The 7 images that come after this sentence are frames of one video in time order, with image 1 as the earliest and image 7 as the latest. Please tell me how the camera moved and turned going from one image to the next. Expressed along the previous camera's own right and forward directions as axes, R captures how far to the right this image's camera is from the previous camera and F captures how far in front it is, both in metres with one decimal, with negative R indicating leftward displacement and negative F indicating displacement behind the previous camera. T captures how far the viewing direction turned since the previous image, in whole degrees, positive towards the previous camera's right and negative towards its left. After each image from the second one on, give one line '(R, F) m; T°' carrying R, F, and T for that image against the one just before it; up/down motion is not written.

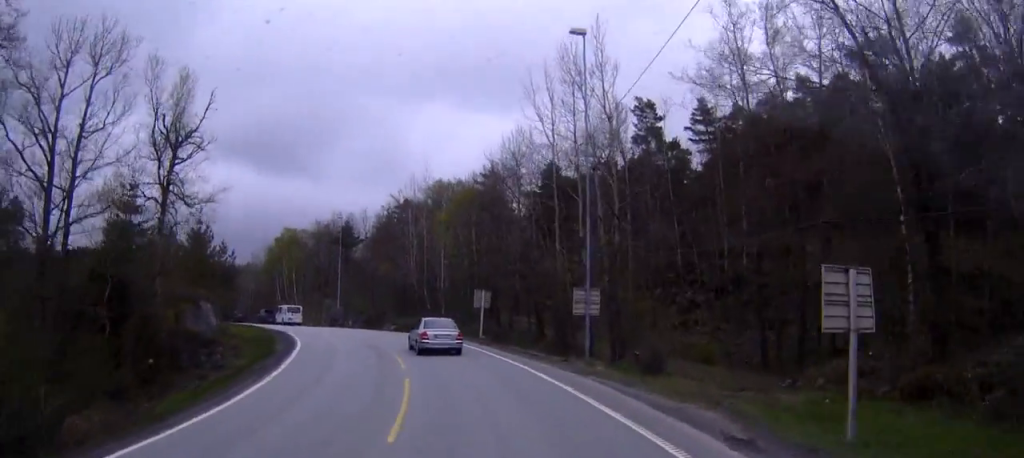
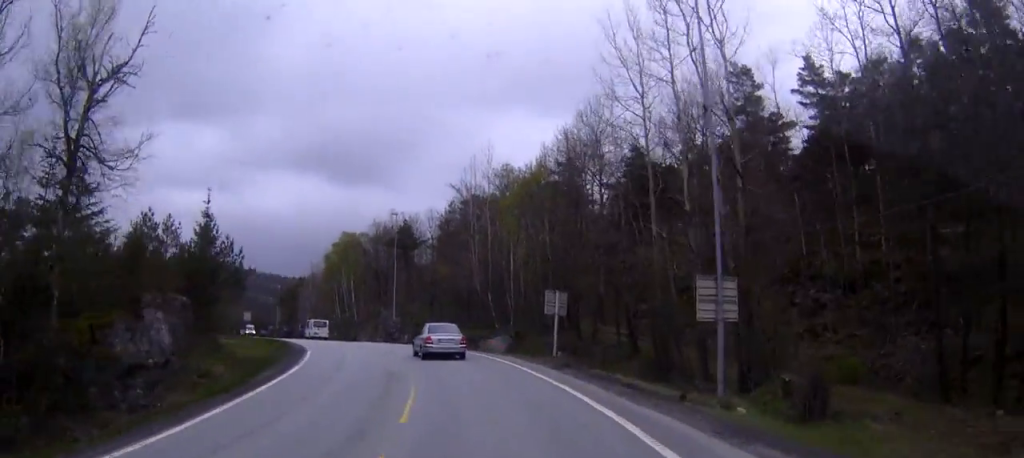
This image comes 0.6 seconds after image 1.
(-0.8, +10.0) m; -6°
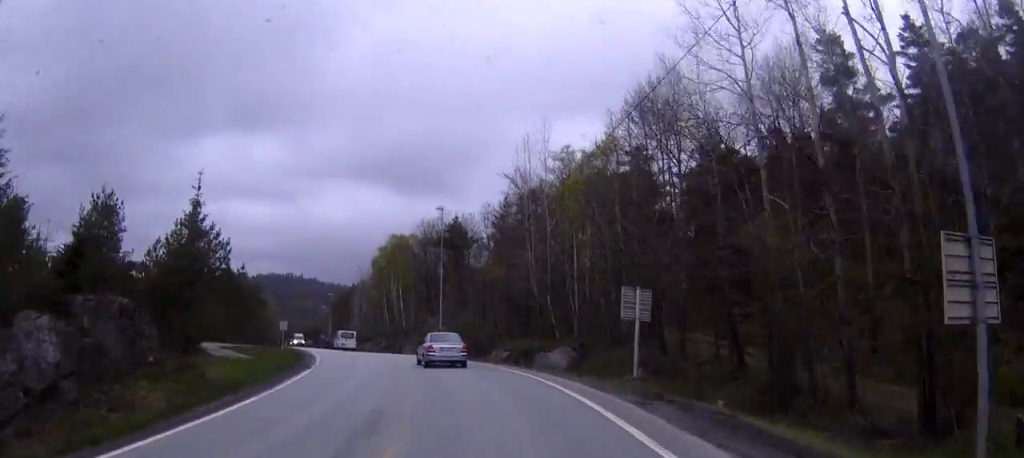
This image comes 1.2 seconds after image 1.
(-0.3, +8.5) m; -5°
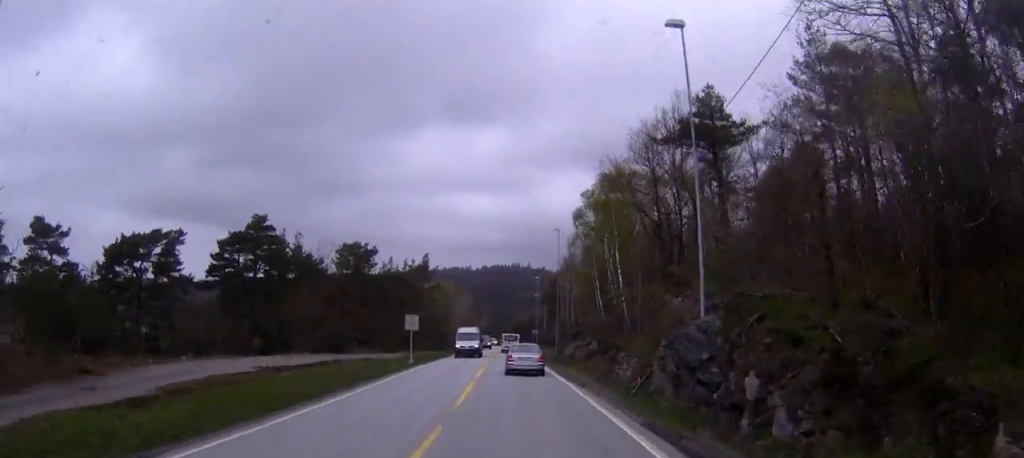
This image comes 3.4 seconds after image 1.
(-4.8, +35.4) m; -14°
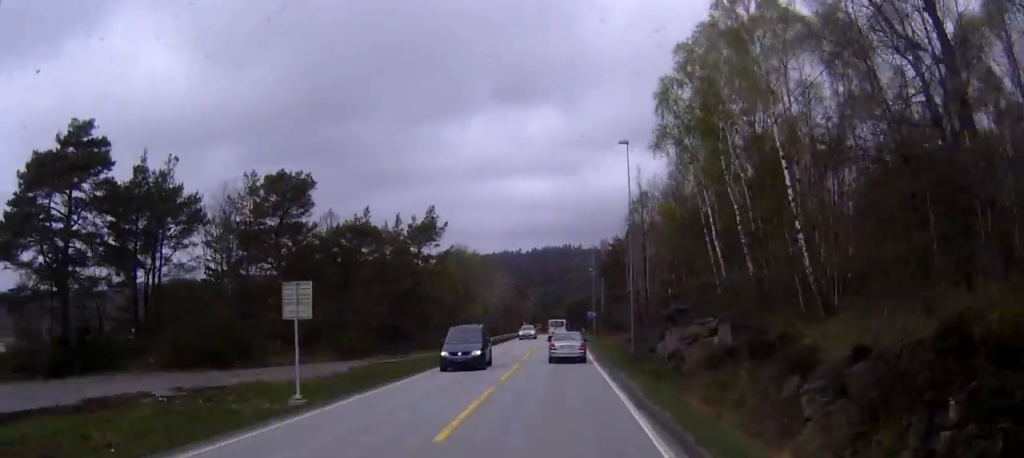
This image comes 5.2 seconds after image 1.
(-1.7, +31.0) m; -3°
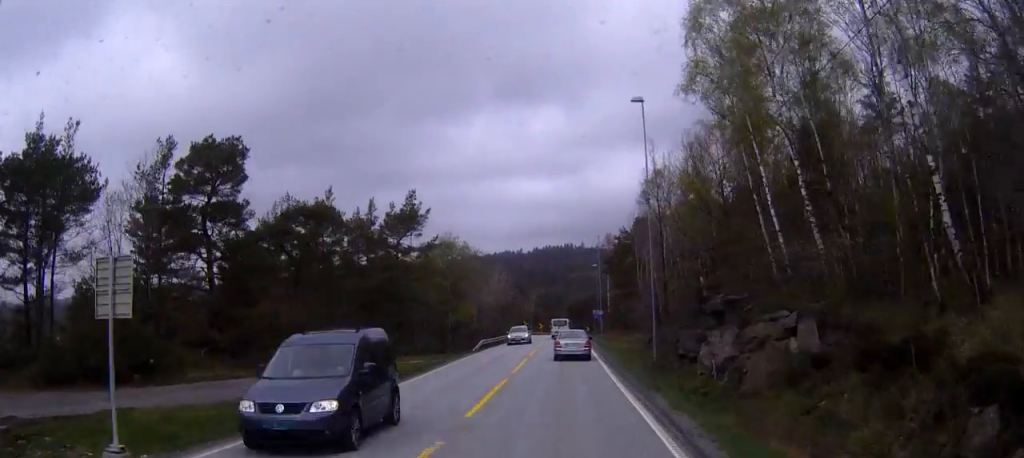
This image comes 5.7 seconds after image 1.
(+0.2, +9.2) m; -1°
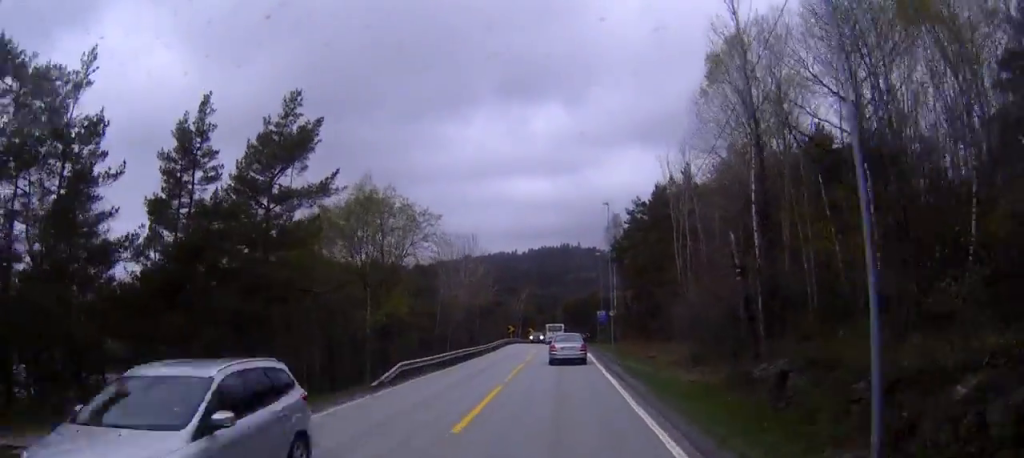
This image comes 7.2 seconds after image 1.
(-0.8, +25.6) m; -4°
